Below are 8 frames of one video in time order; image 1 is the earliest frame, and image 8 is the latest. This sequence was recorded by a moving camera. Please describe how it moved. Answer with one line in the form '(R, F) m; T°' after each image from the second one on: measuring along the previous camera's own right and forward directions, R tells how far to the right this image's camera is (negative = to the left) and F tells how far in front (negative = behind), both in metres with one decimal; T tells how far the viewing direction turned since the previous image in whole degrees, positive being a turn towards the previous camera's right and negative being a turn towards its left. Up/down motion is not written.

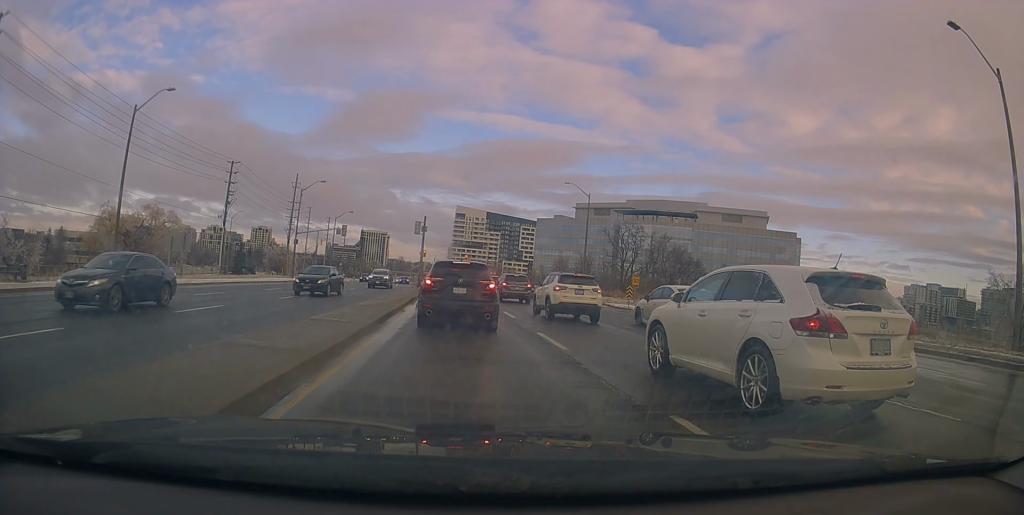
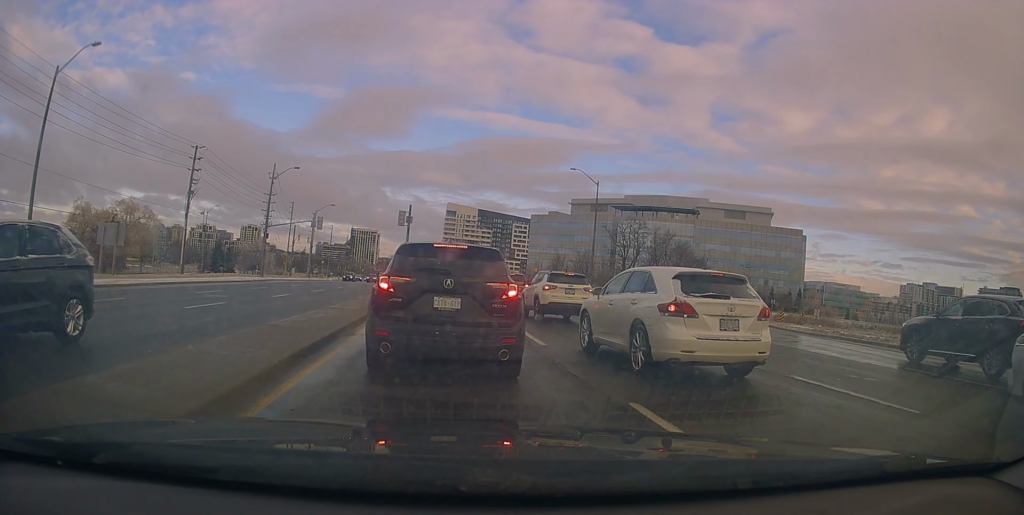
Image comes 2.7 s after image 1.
(-0.3, +11.4) m; -1°
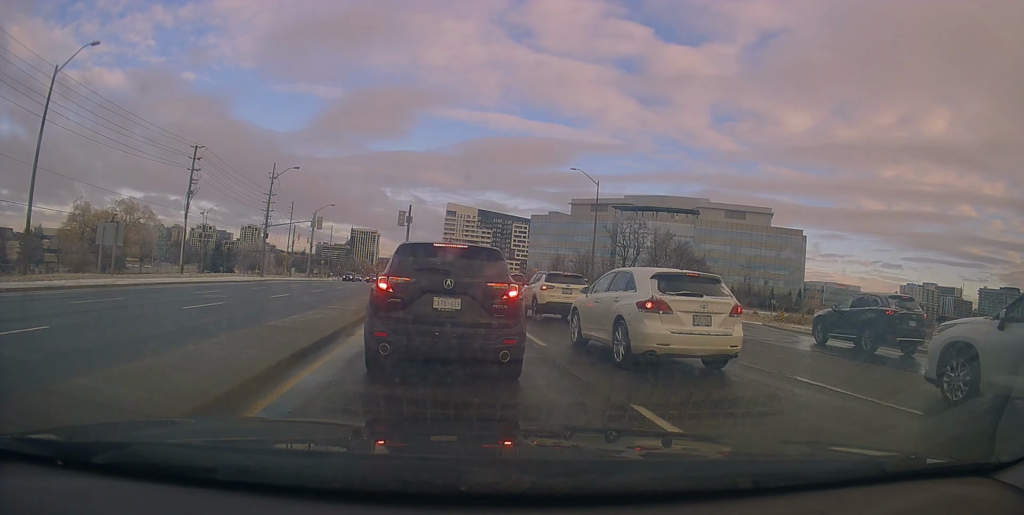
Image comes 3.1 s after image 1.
(+0.1, +1.0) m; -1°
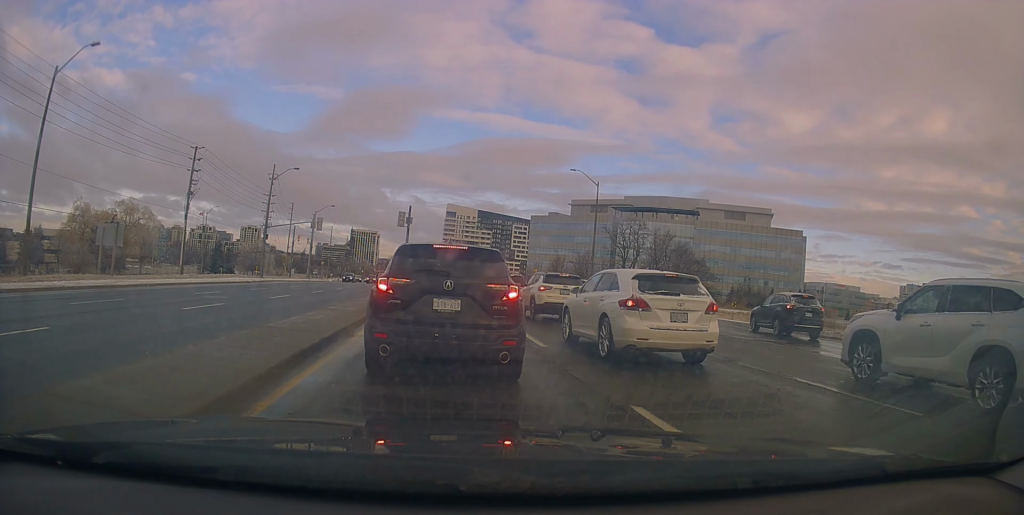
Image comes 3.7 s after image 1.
(-0.1, +0.4) m; 0°
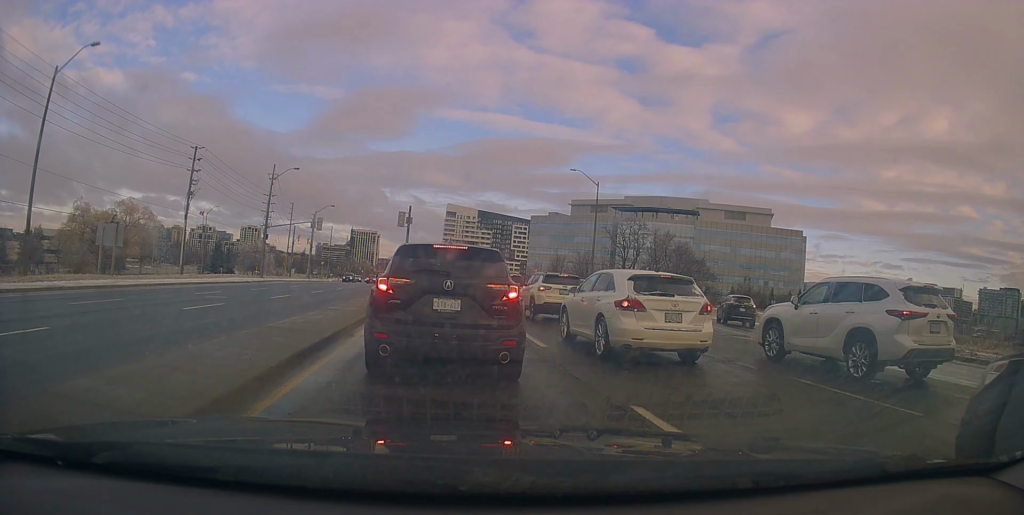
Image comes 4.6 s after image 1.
(-0.1, +0.3) m; 0°
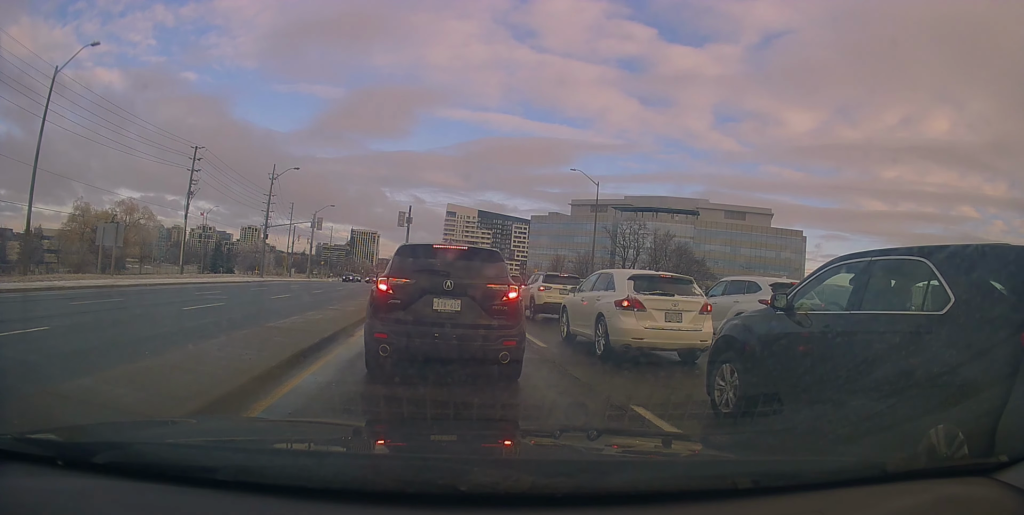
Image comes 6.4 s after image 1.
(0.0, 0.0) m; 0°
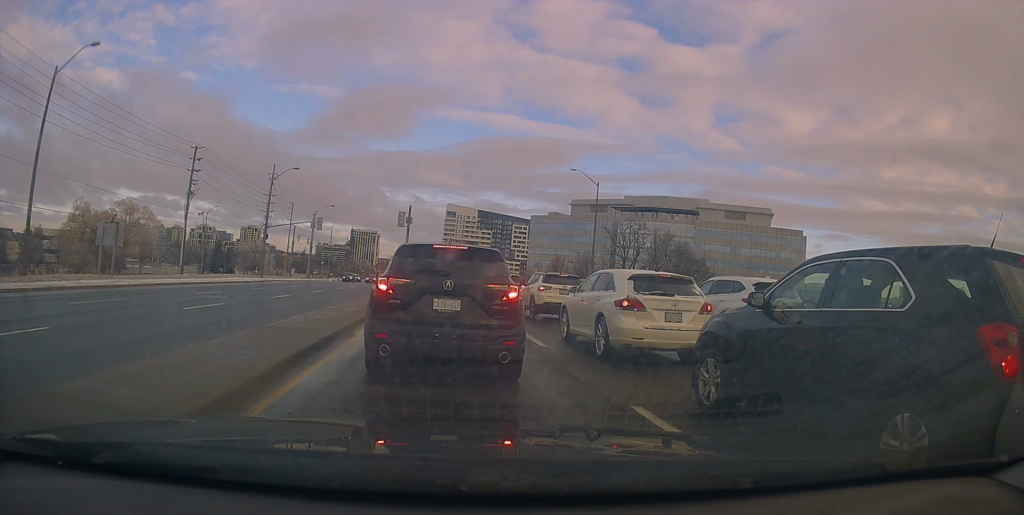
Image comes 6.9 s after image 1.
(0.0, 0.0) m; 0°
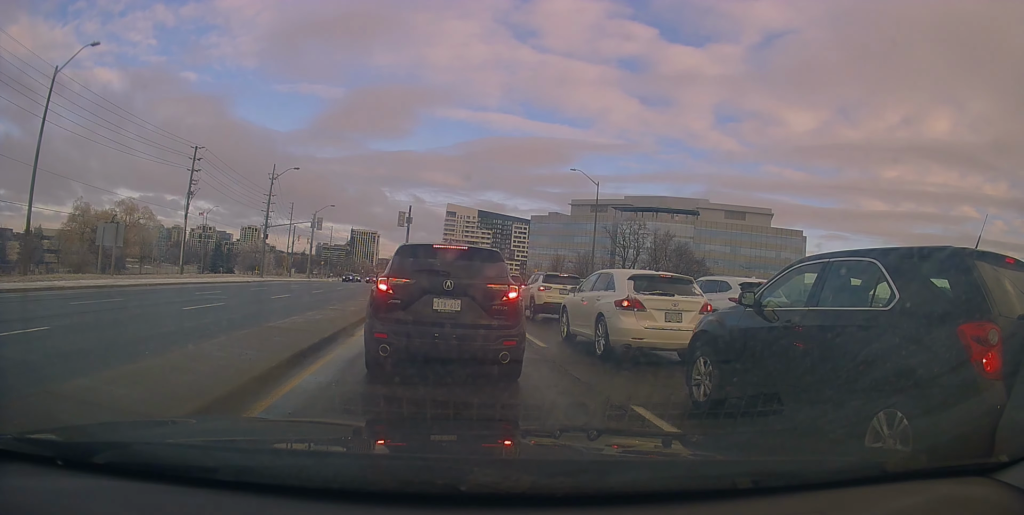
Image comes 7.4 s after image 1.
(0.0, 0.0) m; 0°
